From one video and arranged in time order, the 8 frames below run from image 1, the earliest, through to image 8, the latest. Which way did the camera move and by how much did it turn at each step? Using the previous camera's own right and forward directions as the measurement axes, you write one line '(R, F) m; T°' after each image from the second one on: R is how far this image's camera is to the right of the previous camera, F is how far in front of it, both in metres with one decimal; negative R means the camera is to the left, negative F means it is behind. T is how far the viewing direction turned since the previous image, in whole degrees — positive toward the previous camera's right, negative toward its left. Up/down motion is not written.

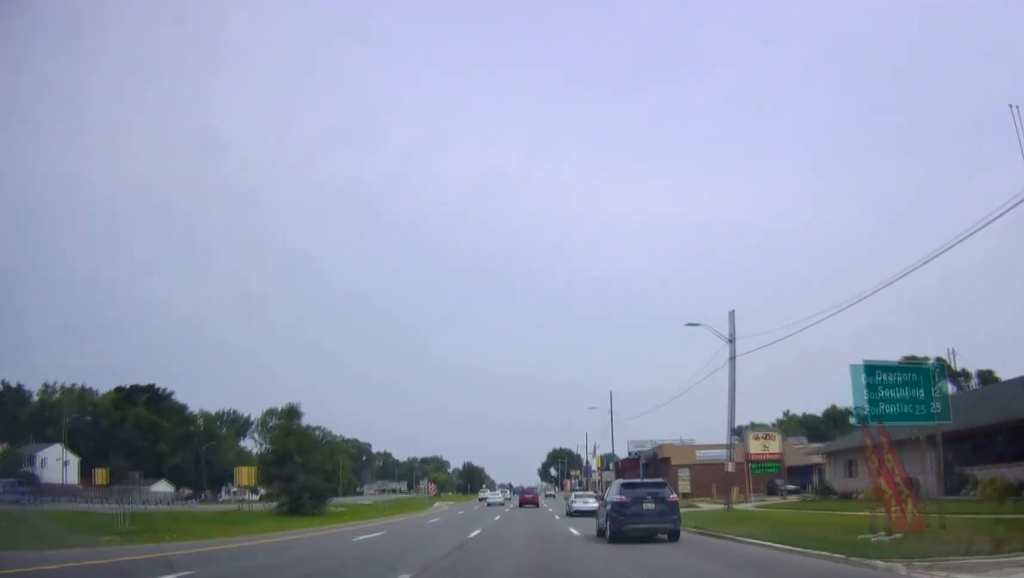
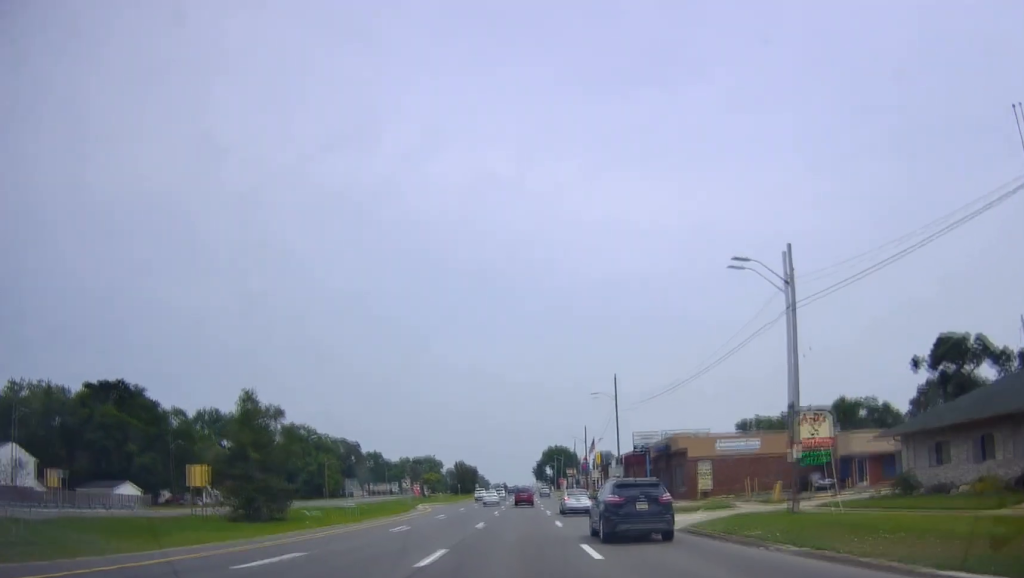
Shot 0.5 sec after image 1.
(-0.2, +9.0) m; 0°
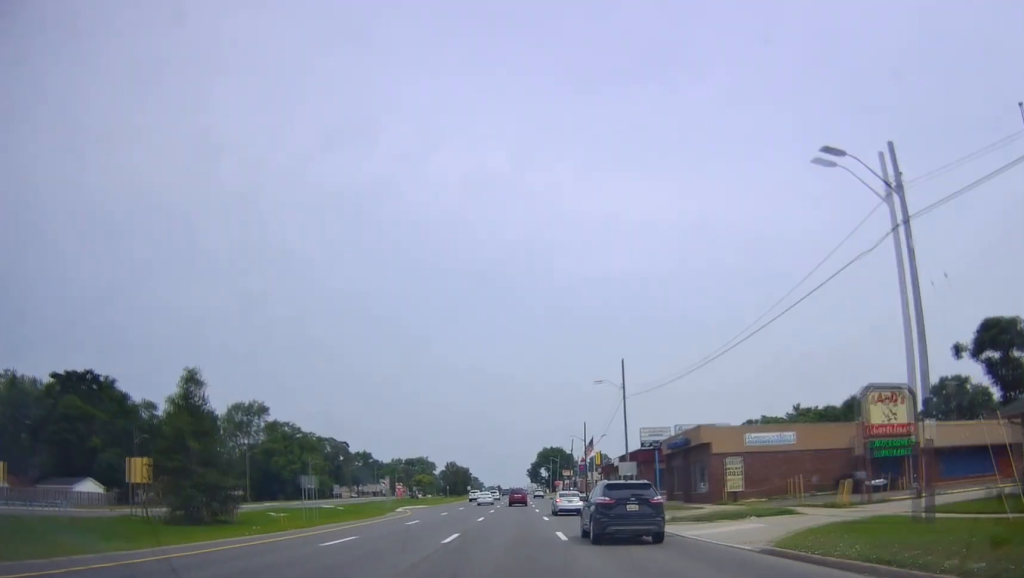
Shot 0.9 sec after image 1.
(-0.3, +9.0) m; 0°
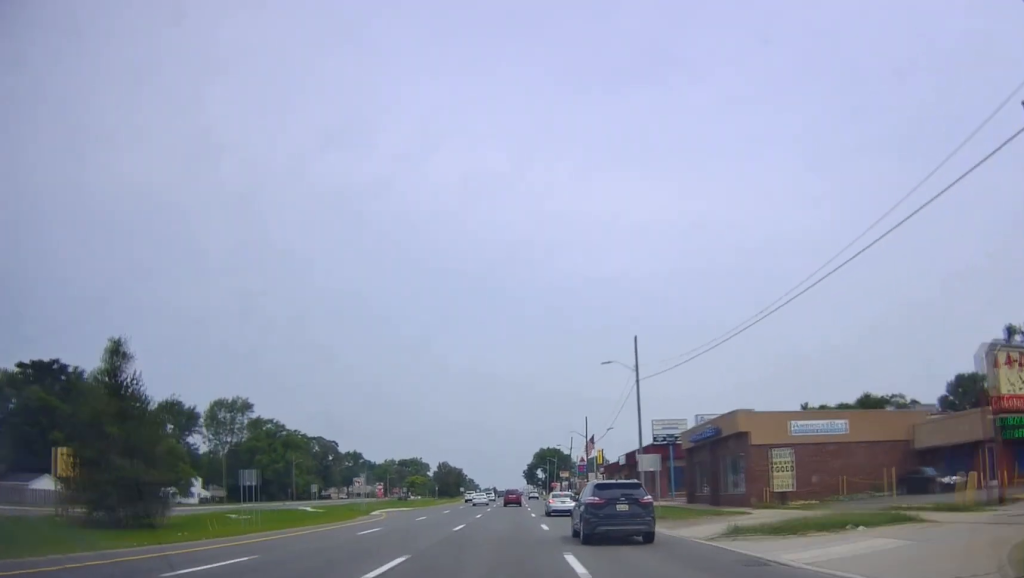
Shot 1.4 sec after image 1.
(+0.1, +8.9) m; +1°
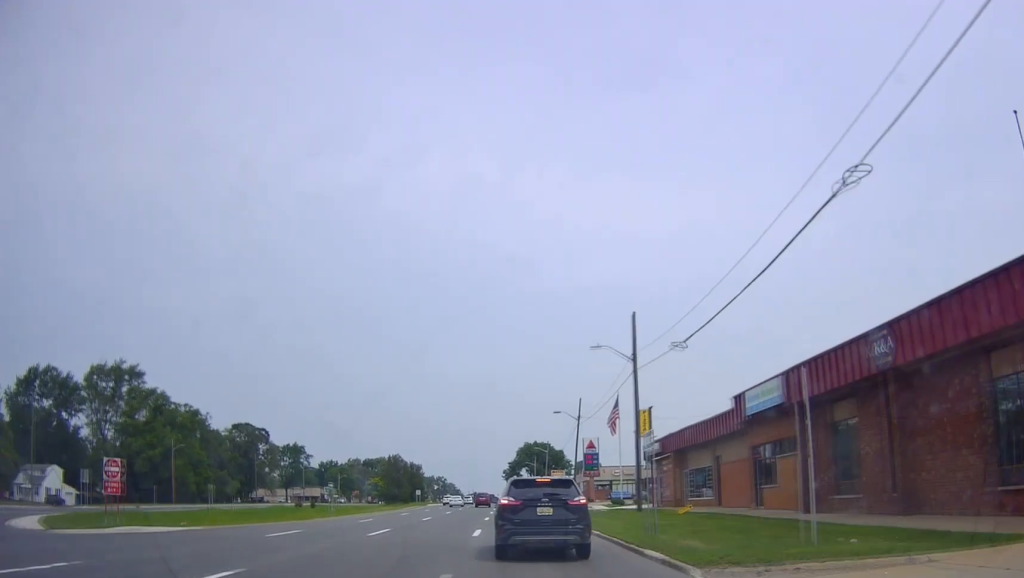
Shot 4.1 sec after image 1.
(+1.6, +49.5) m; +2°
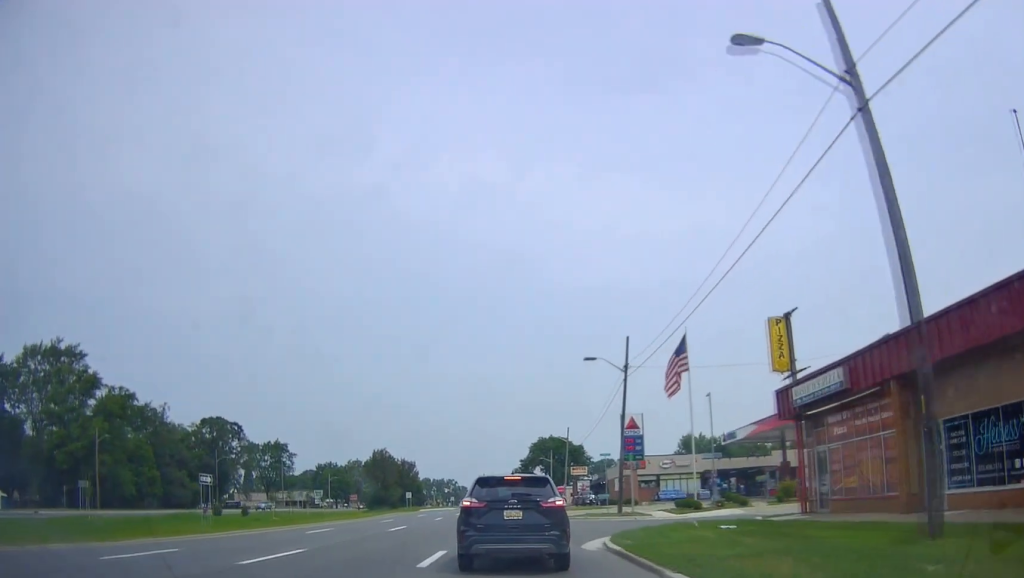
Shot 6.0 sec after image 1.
(0.0, +33.0) m; +3°
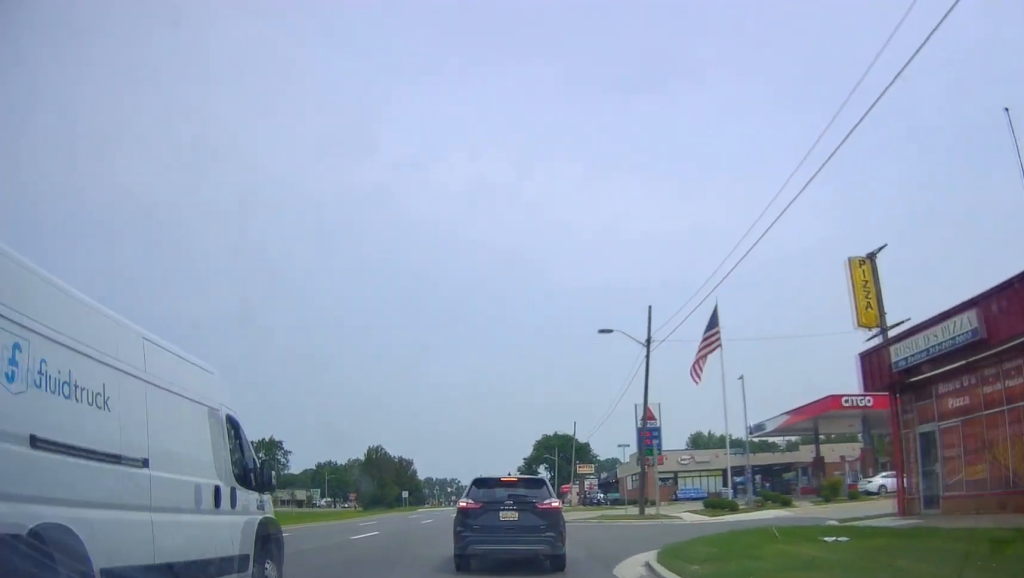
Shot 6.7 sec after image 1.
(+0.4, +9.9) m; -1°
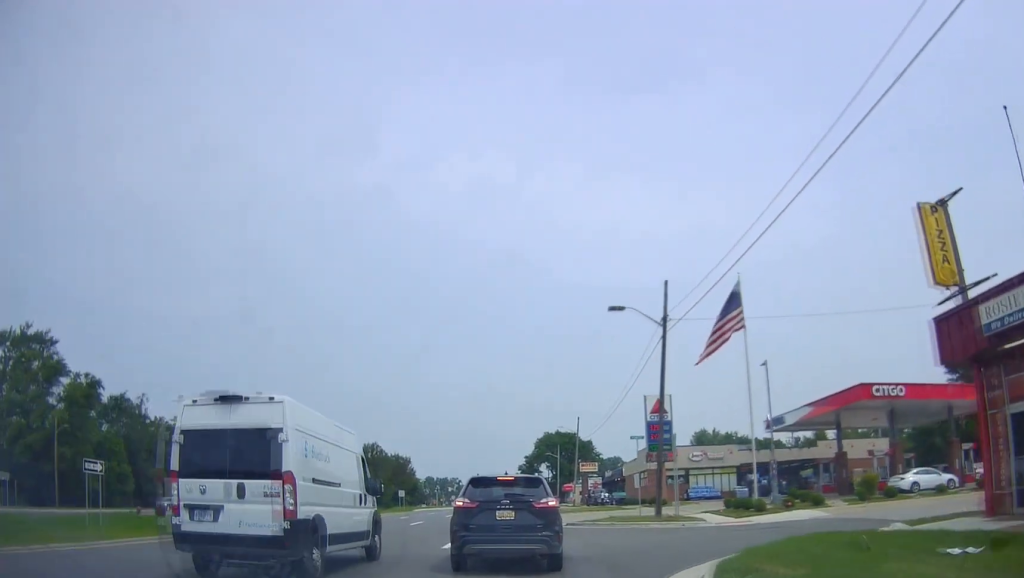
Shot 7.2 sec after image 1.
(+0.5, +6.3) m; -1°
